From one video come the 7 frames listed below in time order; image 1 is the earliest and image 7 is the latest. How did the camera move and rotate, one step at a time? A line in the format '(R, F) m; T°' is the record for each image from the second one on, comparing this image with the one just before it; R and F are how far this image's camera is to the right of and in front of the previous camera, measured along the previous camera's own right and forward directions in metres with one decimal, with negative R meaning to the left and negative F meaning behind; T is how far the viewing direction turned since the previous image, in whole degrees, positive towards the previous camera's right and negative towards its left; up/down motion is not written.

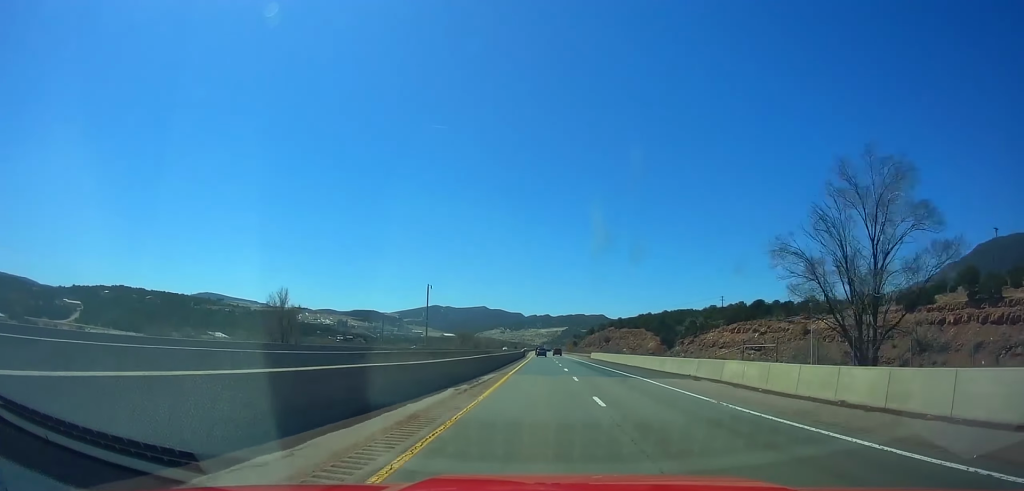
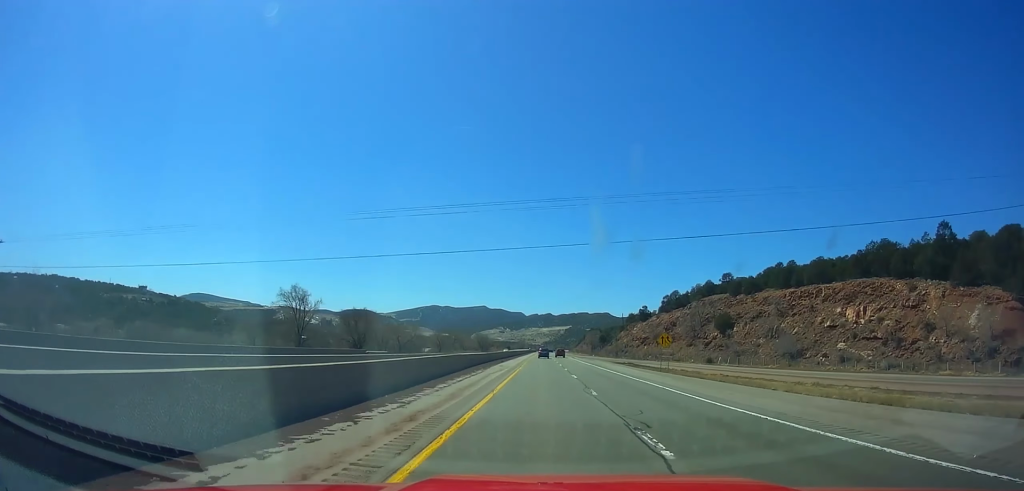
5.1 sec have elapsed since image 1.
(+0.7, +166.0) m; 0°
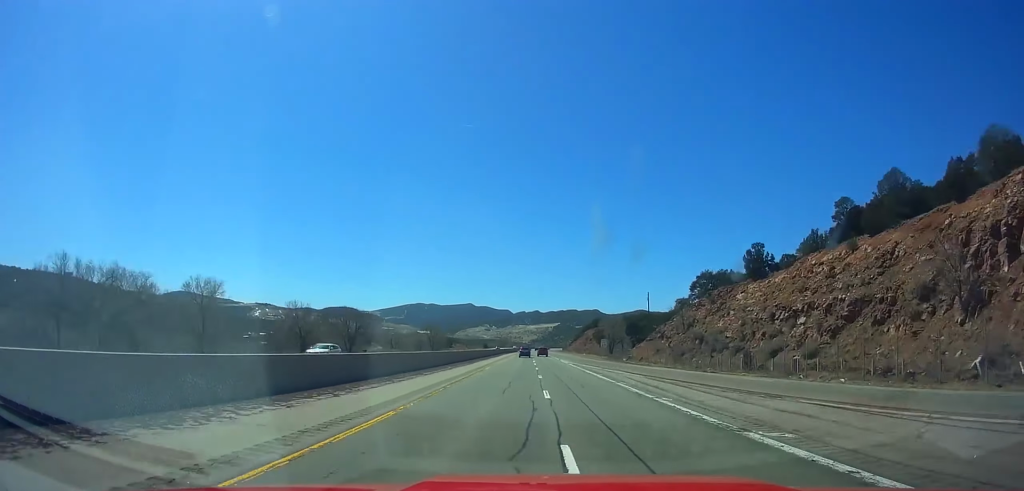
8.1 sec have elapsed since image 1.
(-0.1, +98.0) m; +1°
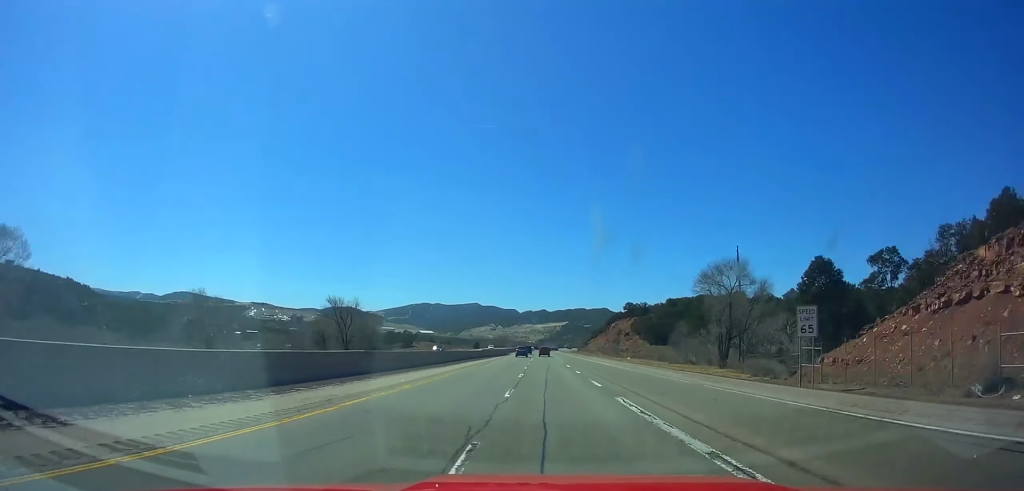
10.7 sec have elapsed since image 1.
(+0.8, +84.5) m; 0°
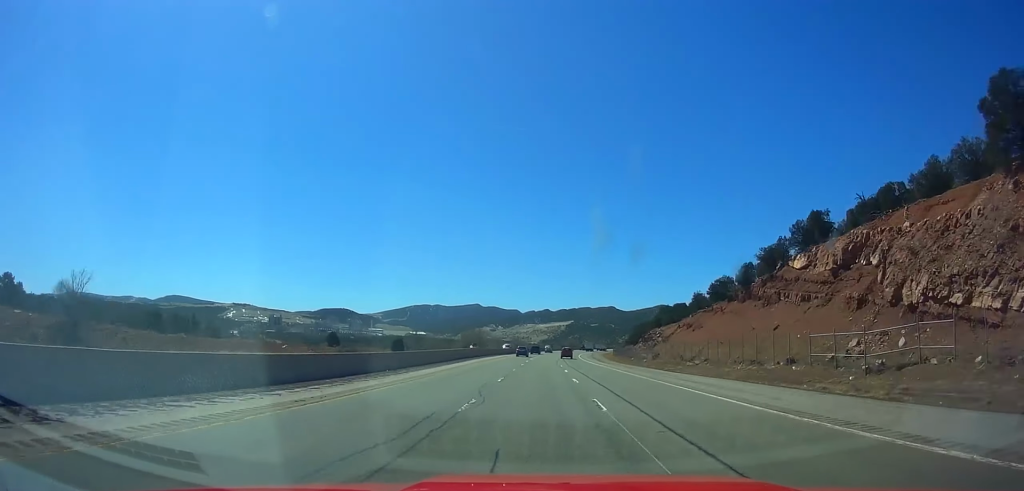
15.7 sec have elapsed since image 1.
(-0.7, +160.8) m; 0°
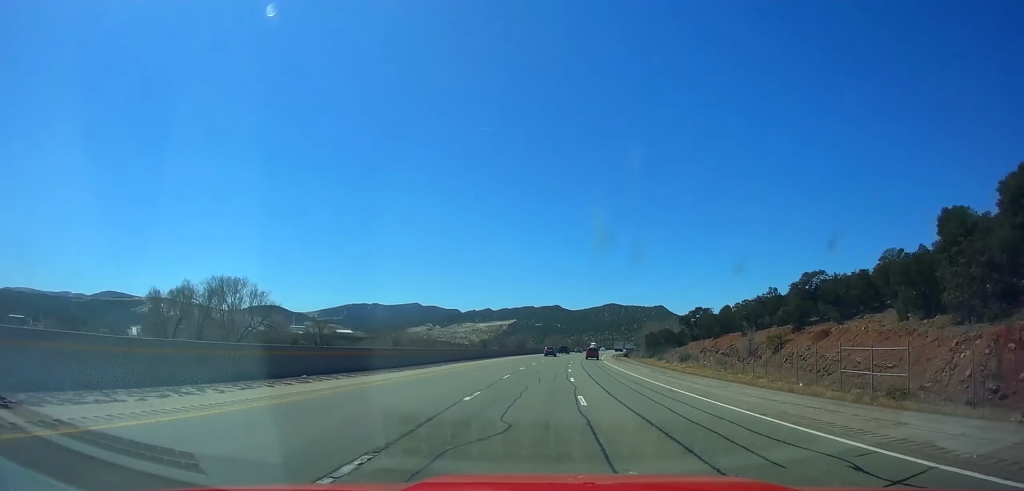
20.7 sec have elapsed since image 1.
(+1.5, +159.9) m; +4°
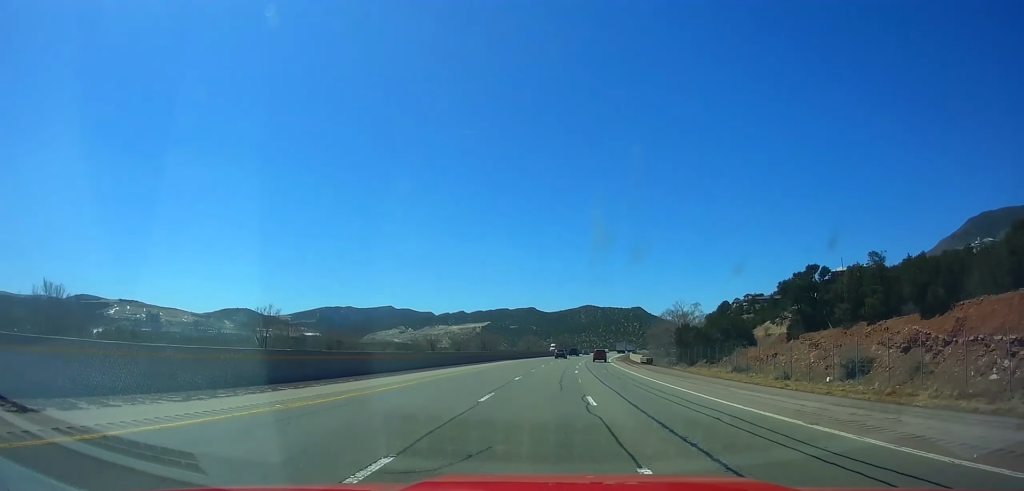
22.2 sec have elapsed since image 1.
(+2.5, +48.4) m; +3°
